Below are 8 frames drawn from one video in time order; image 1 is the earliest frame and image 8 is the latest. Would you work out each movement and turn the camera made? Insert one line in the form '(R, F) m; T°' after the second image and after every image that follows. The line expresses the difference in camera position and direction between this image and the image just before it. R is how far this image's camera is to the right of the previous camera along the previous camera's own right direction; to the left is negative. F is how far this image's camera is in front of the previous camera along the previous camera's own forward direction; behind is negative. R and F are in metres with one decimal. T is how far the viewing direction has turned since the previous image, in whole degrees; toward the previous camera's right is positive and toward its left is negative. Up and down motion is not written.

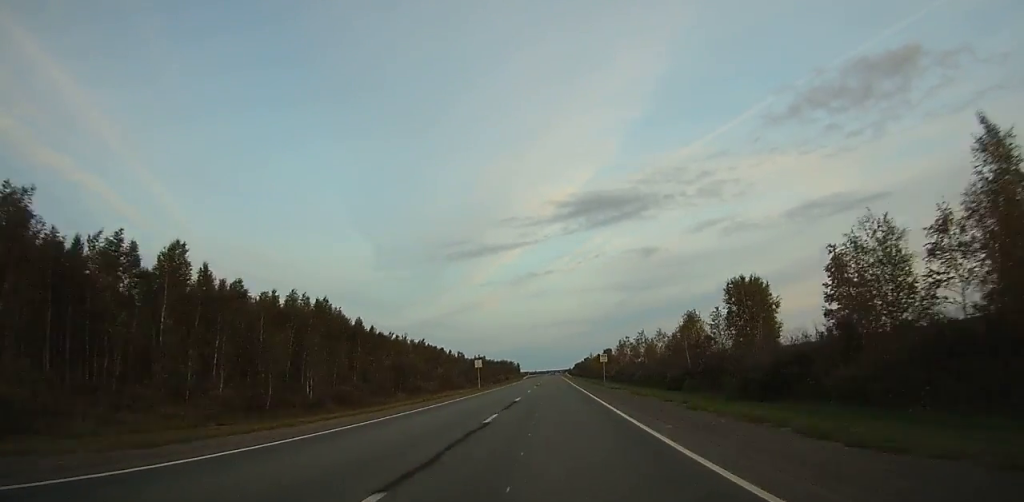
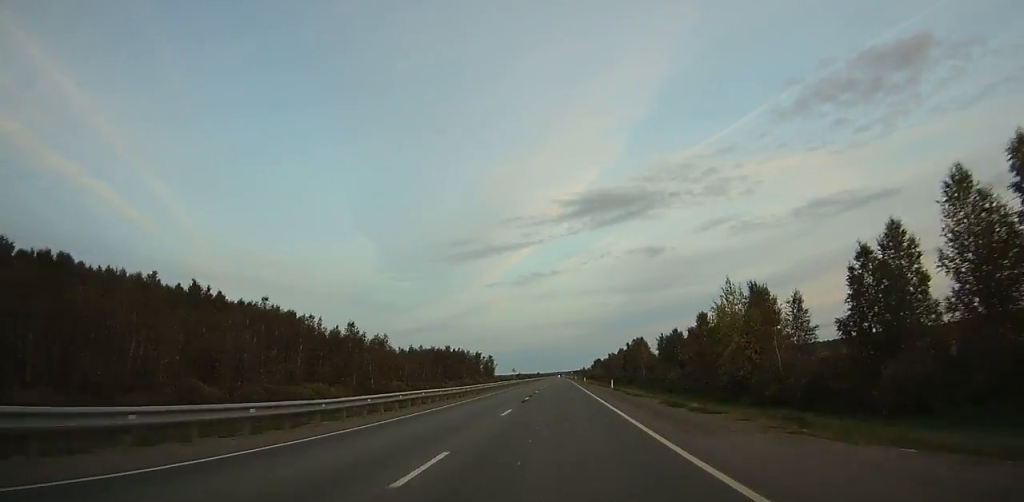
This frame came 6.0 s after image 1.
(+0.1, +175.7) m; 0°
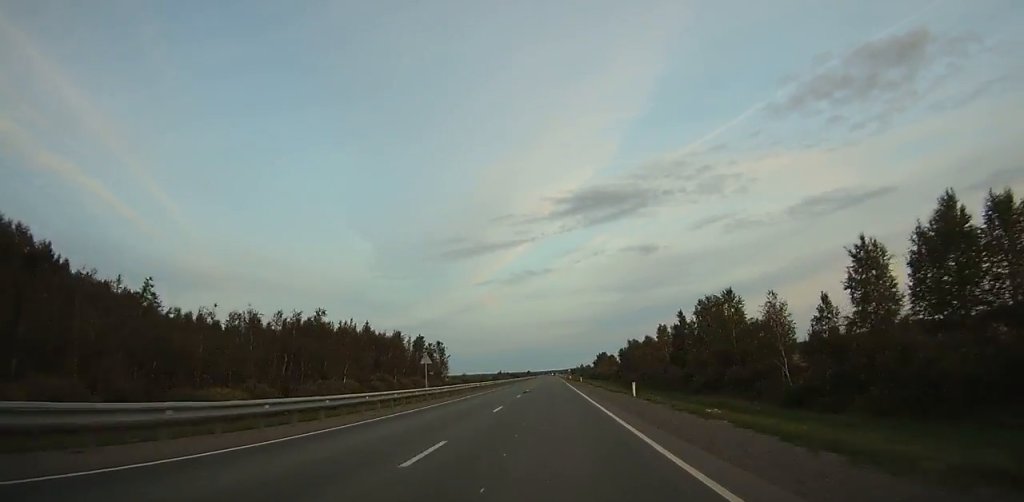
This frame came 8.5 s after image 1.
(-0.1, +70.8) m; 0°
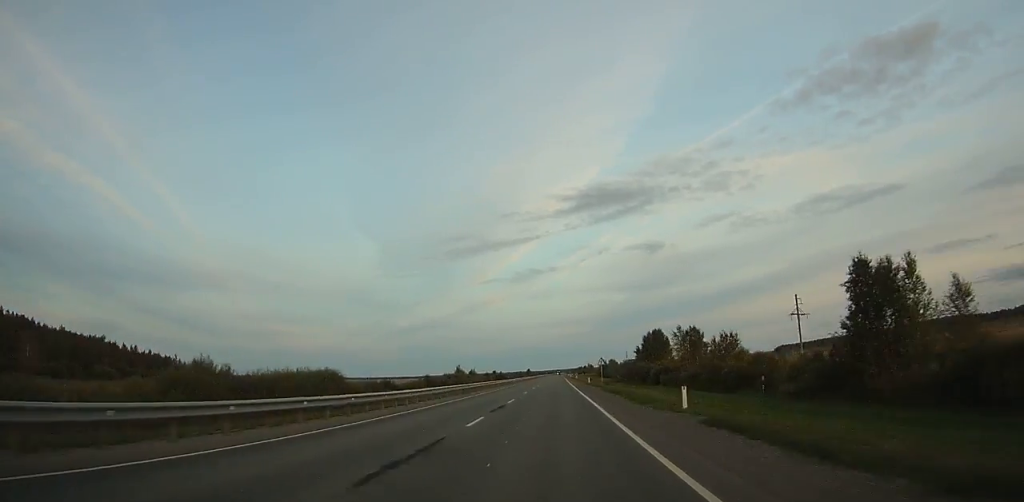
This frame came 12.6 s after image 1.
(-0.1, +113.8) m; 0°
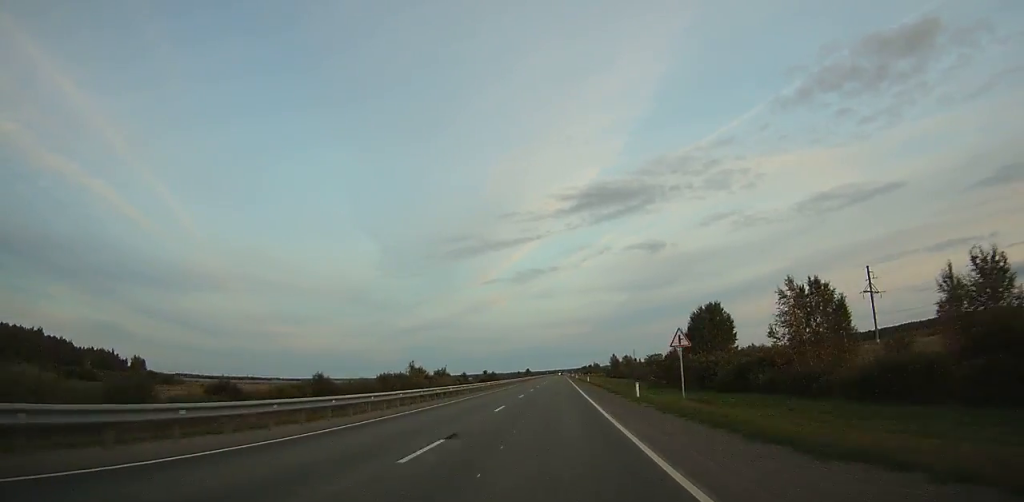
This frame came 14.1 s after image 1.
(-0.1, +41.1) m; 0°
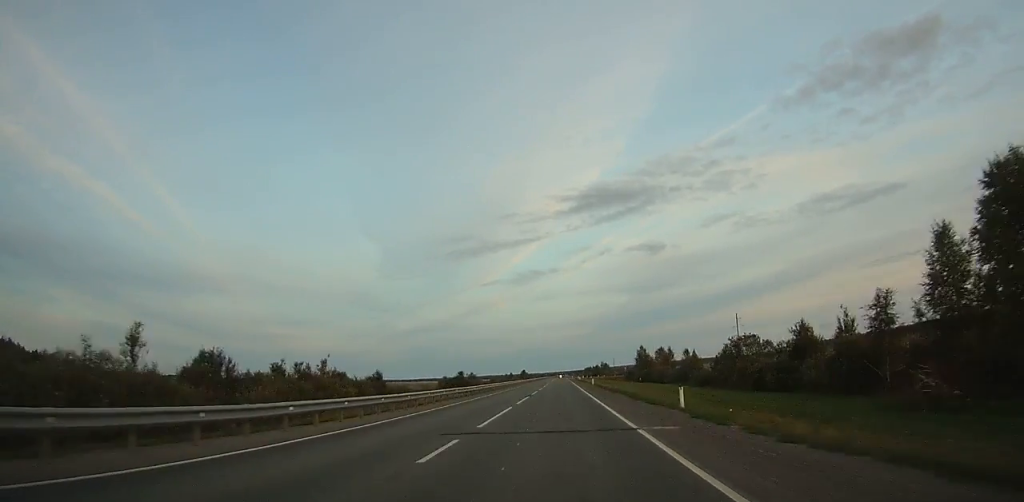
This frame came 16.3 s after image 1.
(-0.1, +59.7) m; 0°
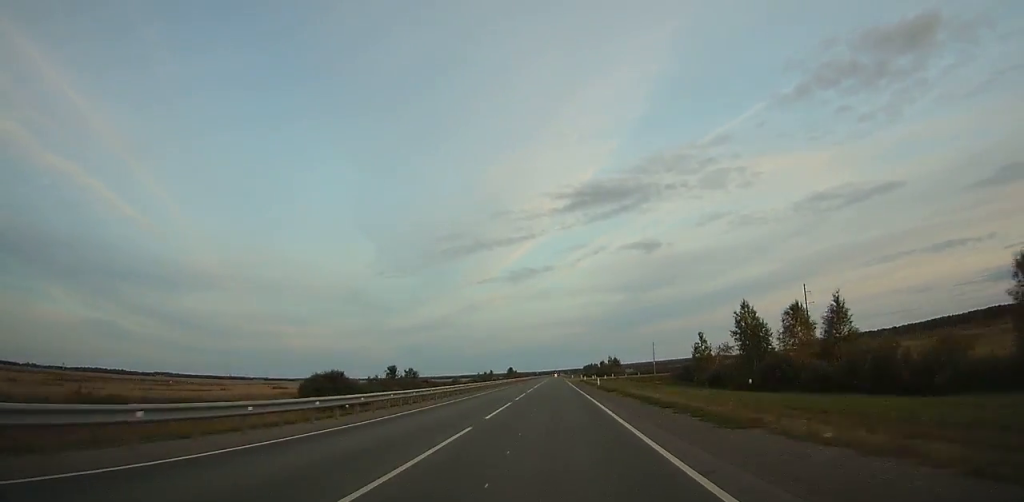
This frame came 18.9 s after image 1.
(0.0, +70.0) m; 0°
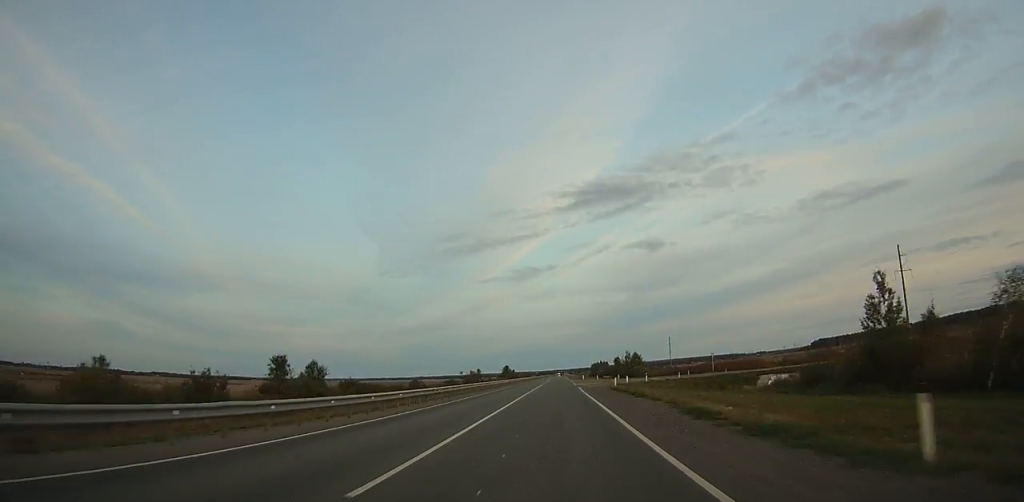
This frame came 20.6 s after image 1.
(+0.3, +45.6) m; 0°
